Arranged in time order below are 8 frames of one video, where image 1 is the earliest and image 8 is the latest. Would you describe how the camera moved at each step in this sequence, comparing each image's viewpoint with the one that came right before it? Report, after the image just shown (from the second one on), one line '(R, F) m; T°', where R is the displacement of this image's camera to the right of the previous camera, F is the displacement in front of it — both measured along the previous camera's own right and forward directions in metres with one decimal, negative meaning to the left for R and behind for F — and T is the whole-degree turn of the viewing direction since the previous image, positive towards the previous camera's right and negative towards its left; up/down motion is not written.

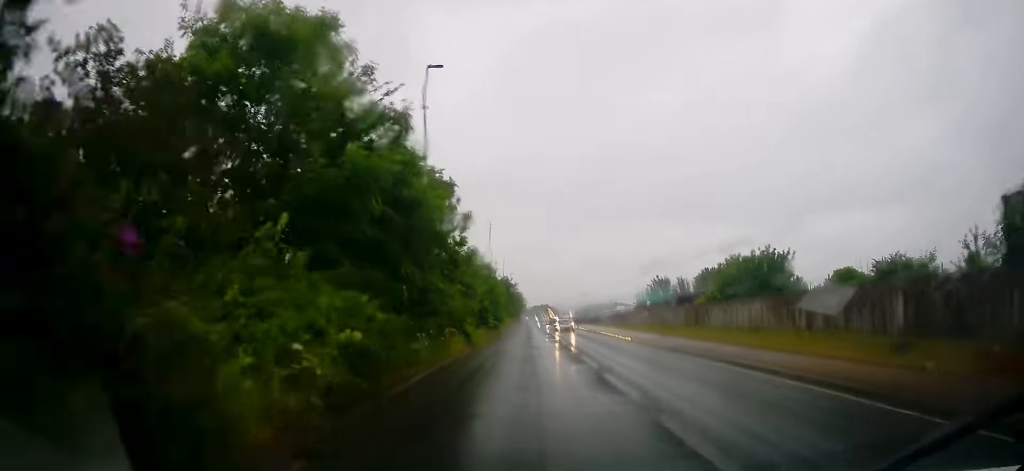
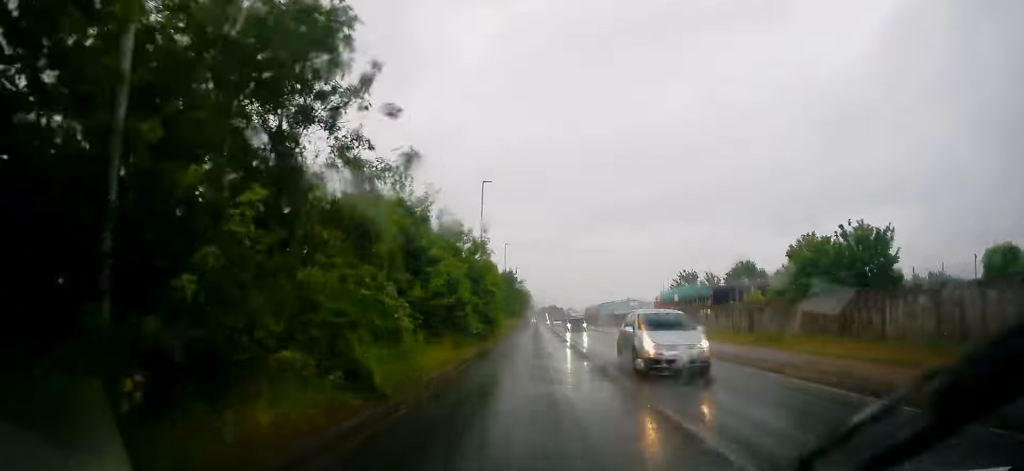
(0.0, +16.0) m; 0°
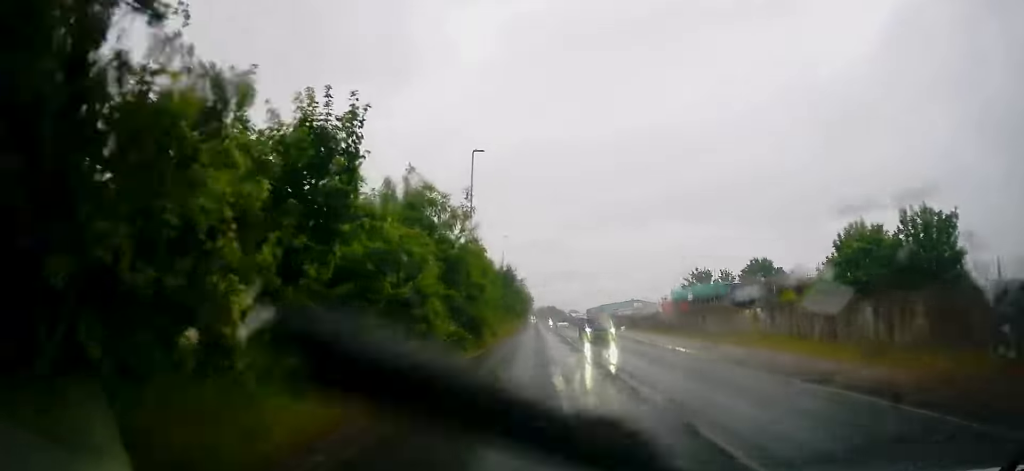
(0.0, +7.6) m; 0°
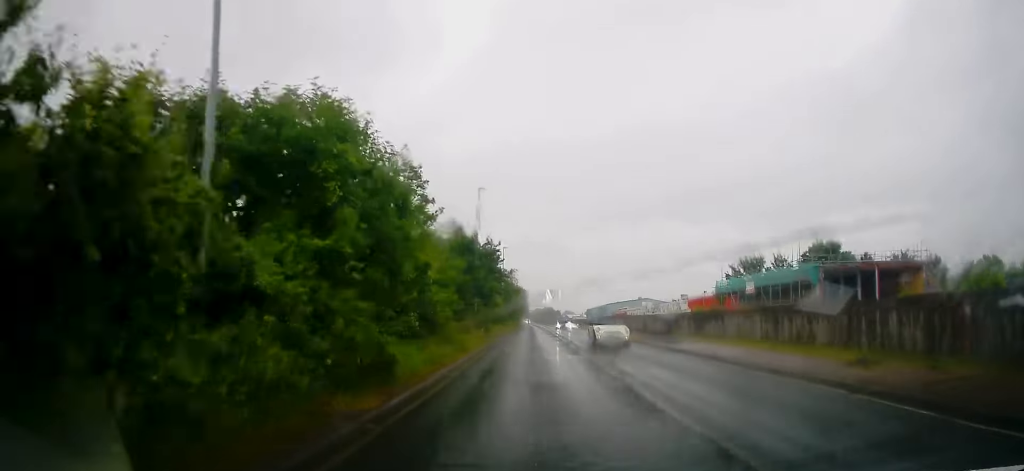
(-0.1, +25.2) m; -1°
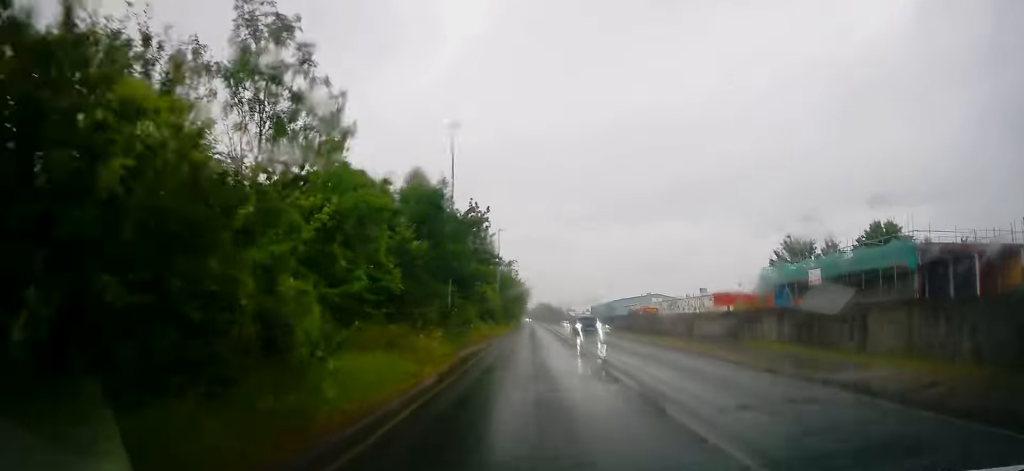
(0.0, +13.8) m; 0°
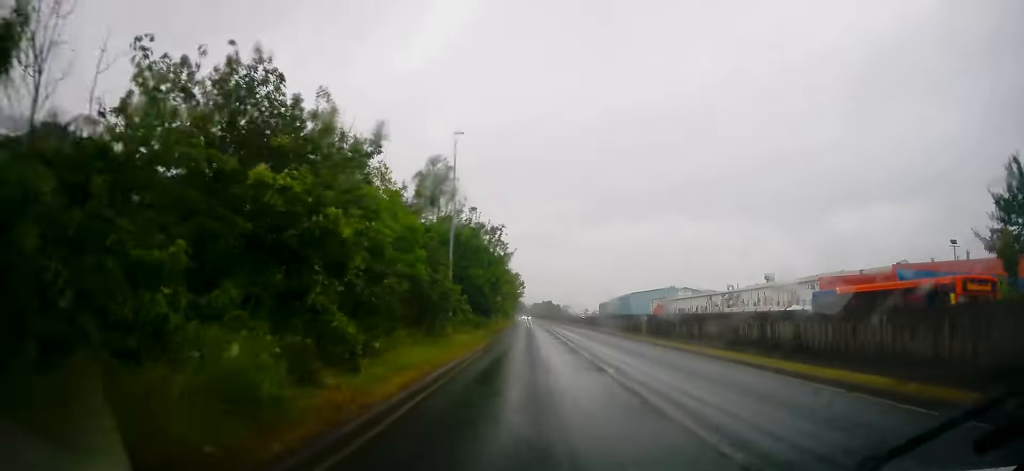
(-0.1, +33.5) m; 0°
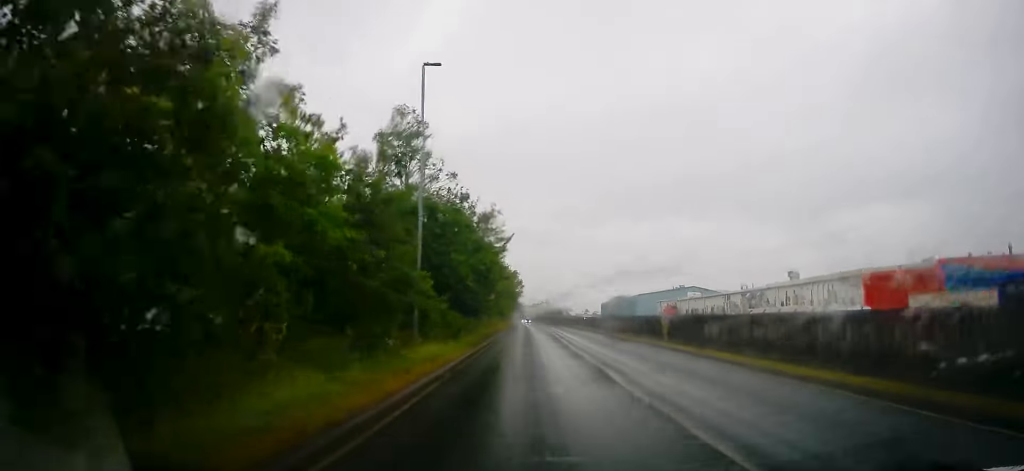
(+0.1, +7.9) m; 0°
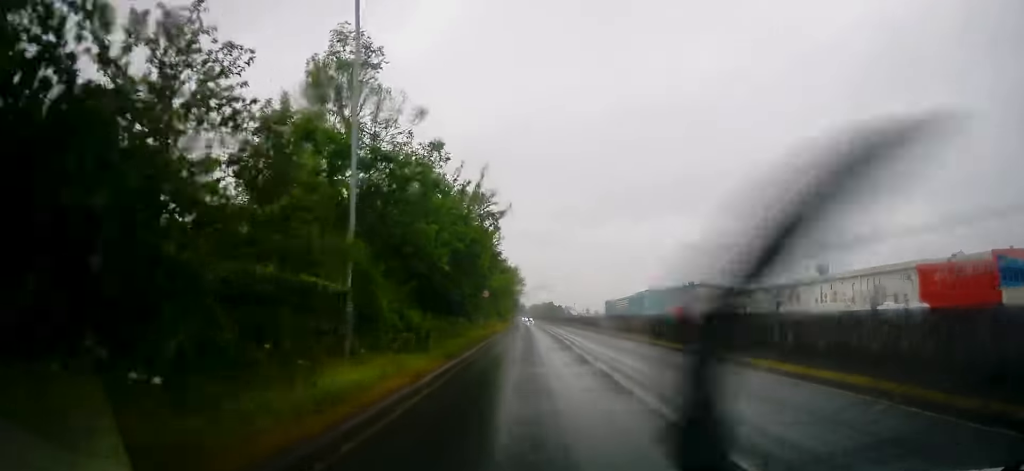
(+0.1, +7.5) m; 0°
